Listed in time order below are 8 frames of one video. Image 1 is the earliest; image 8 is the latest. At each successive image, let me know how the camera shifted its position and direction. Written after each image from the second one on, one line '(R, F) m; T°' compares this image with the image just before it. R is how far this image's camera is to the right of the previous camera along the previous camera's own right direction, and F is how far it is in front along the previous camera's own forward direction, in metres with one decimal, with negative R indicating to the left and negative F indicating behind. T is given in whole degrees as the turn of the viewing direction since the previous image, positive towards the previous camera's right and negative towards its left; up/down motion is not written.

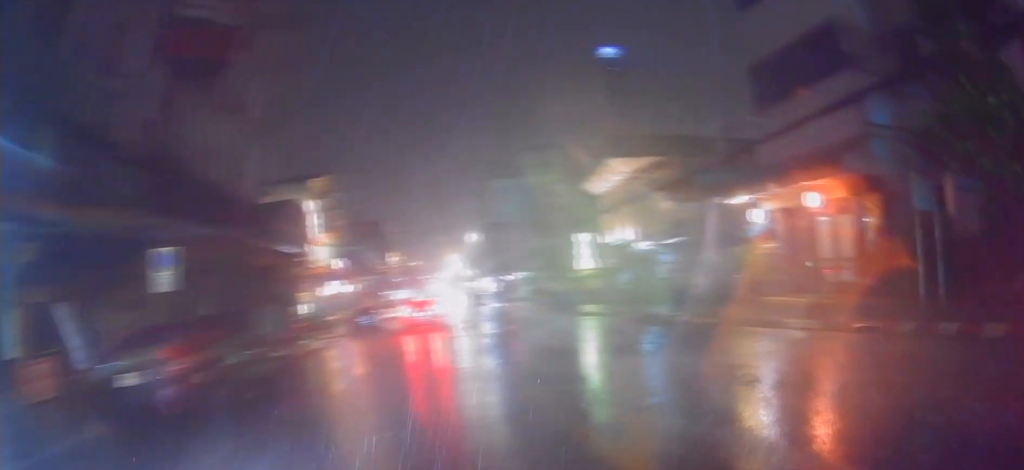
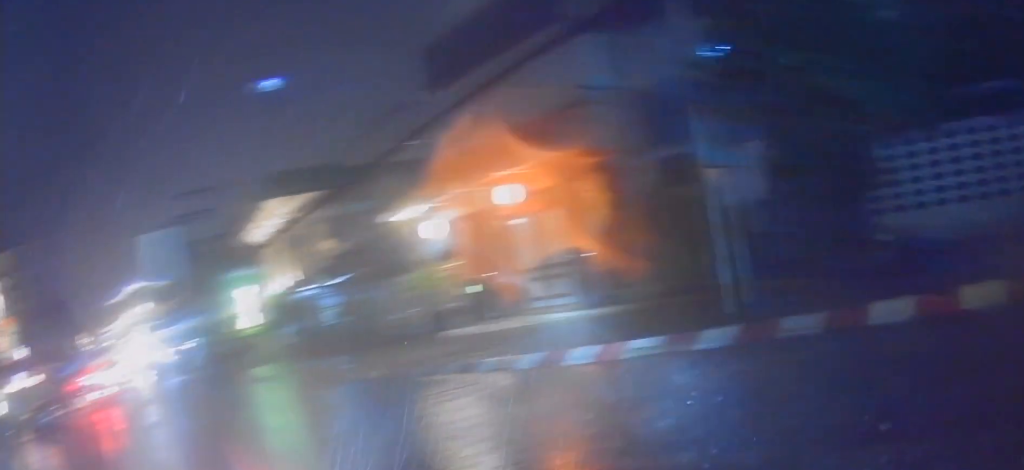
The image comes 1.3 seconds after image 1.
(+0.1, +5.4) m; +17°
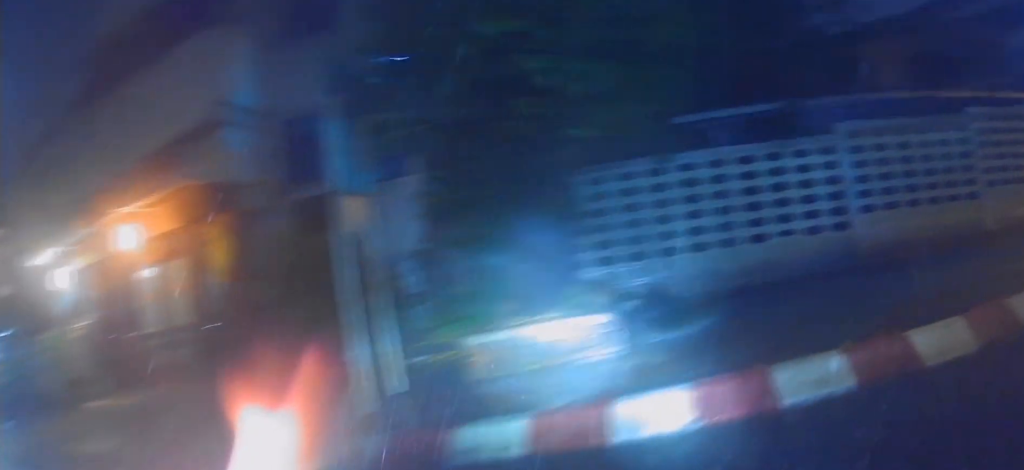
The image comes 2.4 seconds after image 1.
(+1.0, +2.0) m; +57°
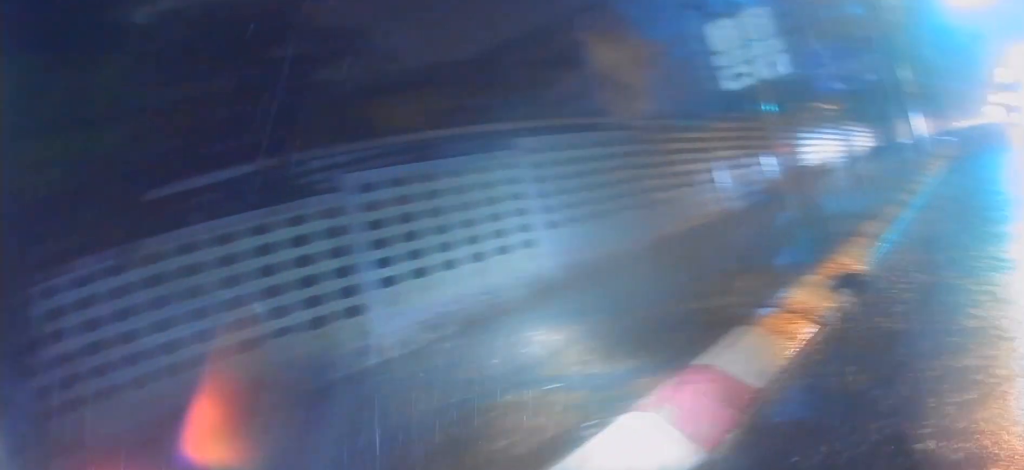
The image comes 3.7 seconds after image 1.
(+1.4, +1.0) m; +78°
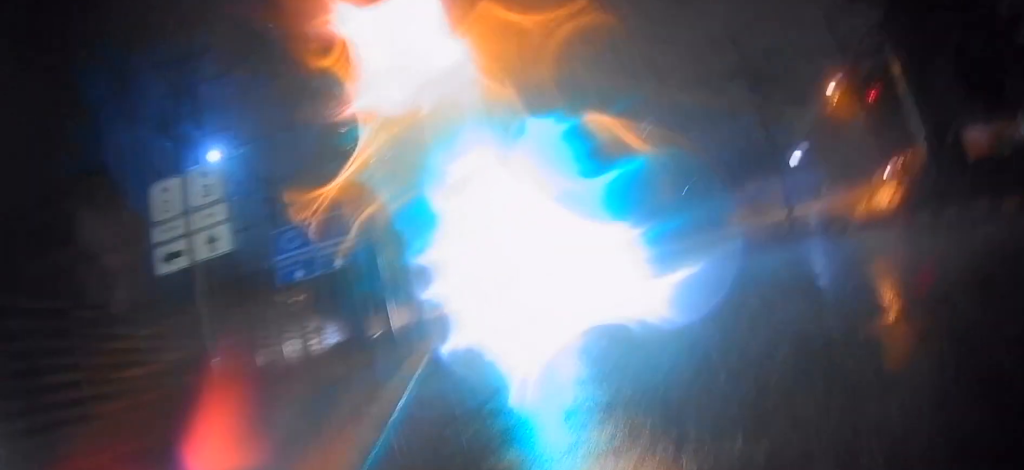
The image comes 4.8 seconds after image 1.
(+0.8, +2.5) m; +20°
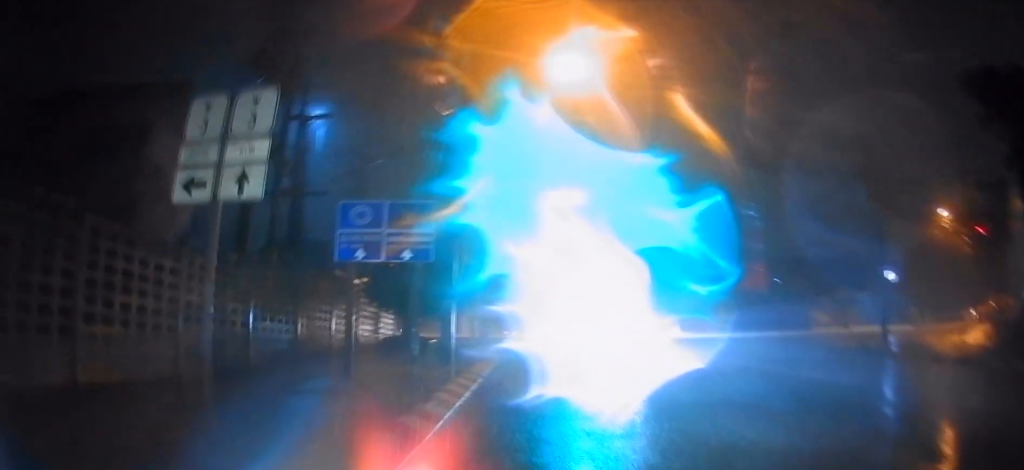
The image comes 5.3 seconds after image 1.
(0.0, +1.3) m; +2°
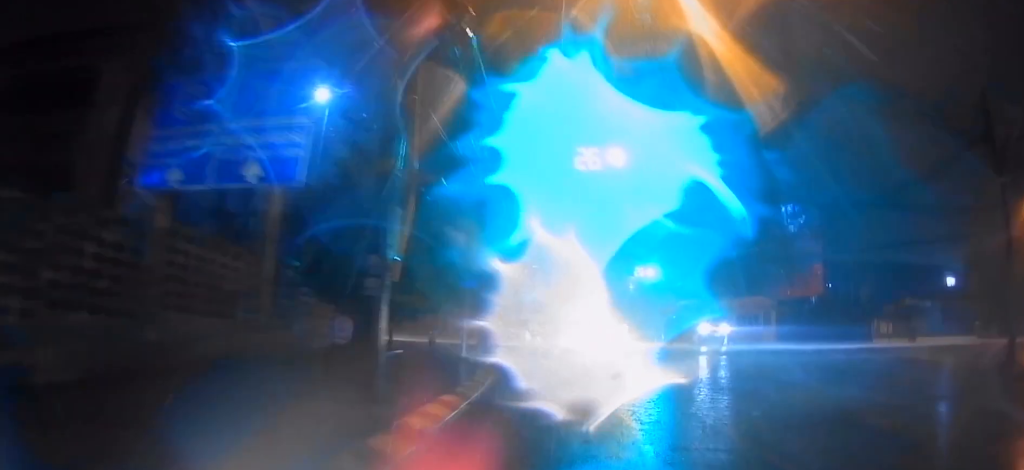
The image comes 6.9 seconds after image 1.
(+0.2, +4.7) m; +8°
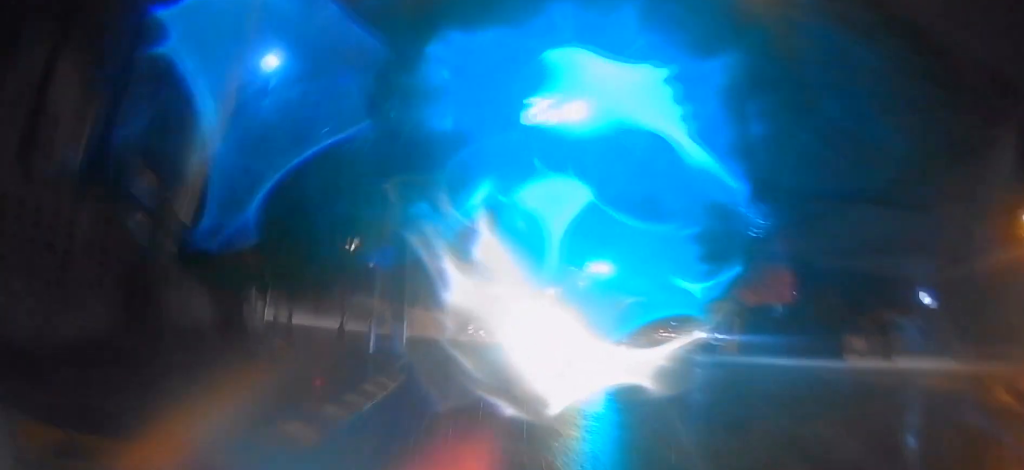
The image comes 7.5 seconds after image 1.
(+0.1, +2.0) m; +1°
